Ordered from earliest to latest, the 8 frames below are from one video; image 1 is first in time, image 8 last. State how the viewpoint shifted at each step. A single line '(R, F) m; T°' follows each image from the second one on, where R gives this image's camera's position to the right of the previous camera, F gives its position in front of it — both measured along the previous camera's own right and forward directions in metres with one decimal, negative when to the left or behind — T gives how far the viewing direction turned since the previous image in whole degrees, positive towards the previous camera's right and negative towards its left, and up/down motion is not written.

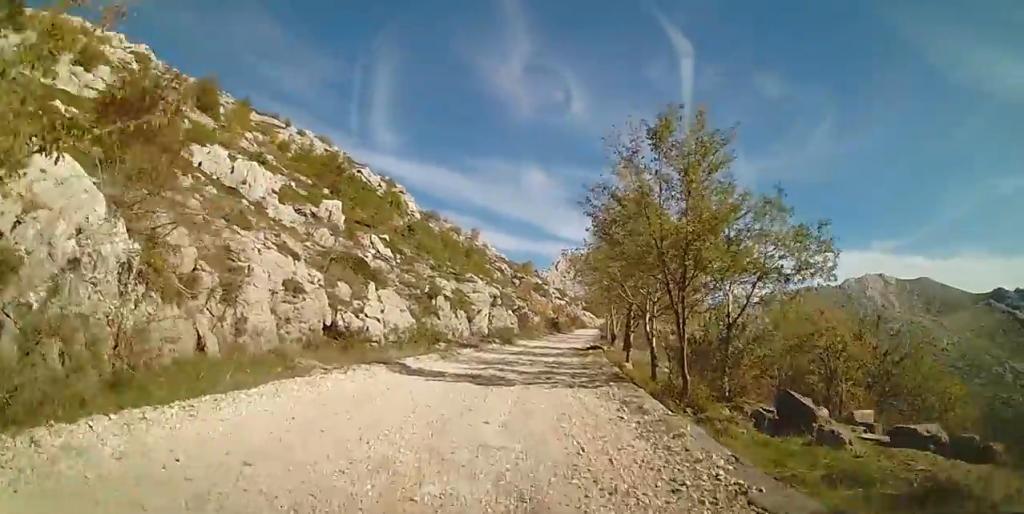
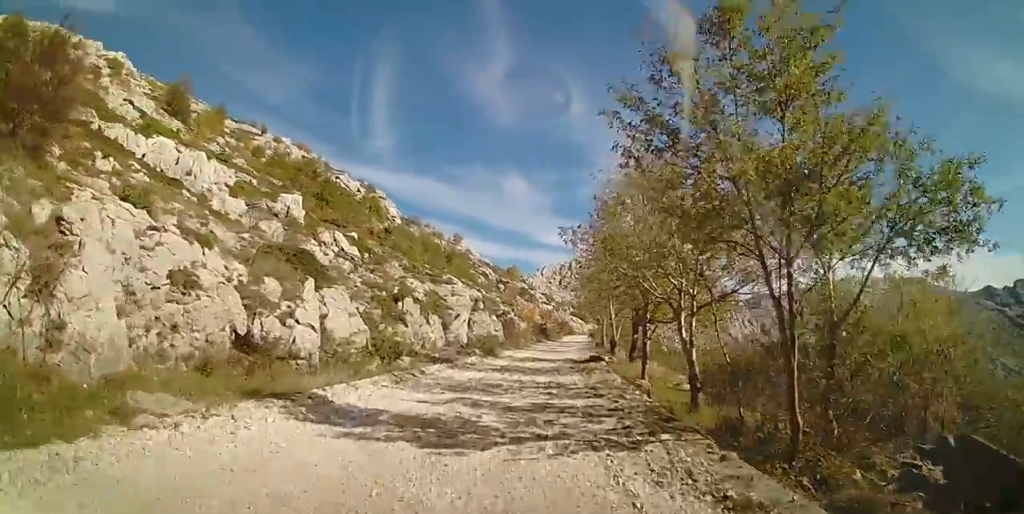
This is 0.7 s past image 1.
(-0.1, +5.1) m; +4°
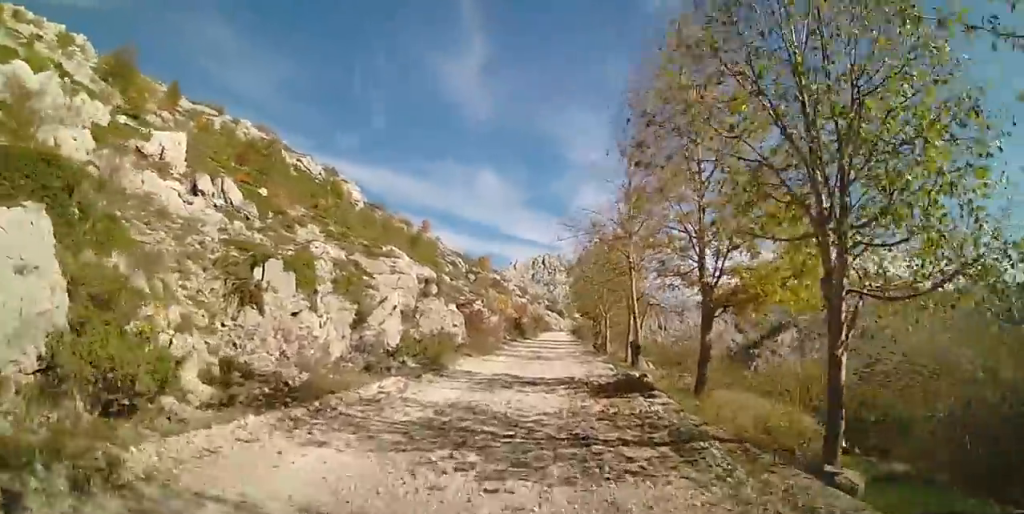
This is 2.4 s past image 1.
(+0.8, +11.9) m; +4°
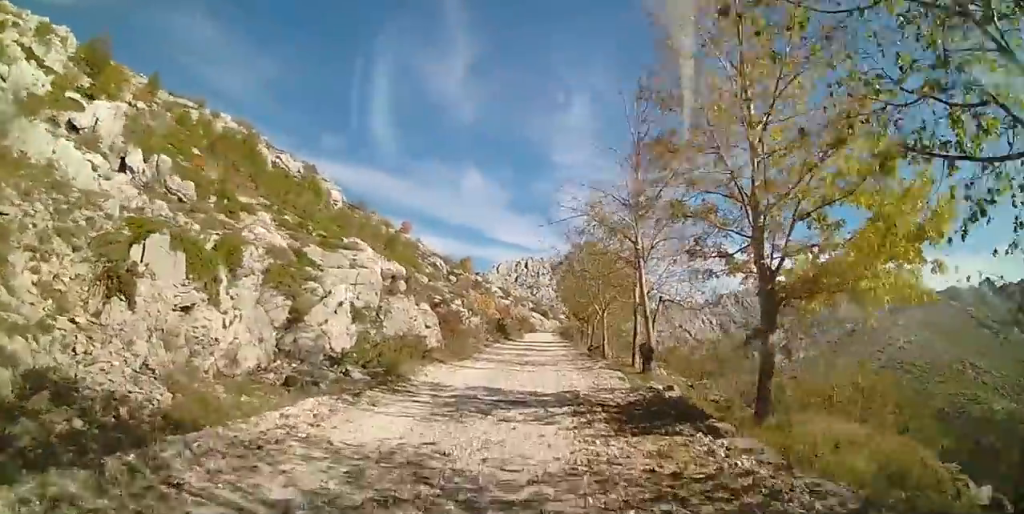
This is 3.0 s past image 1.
(-0.1, +3.9) m; 0°
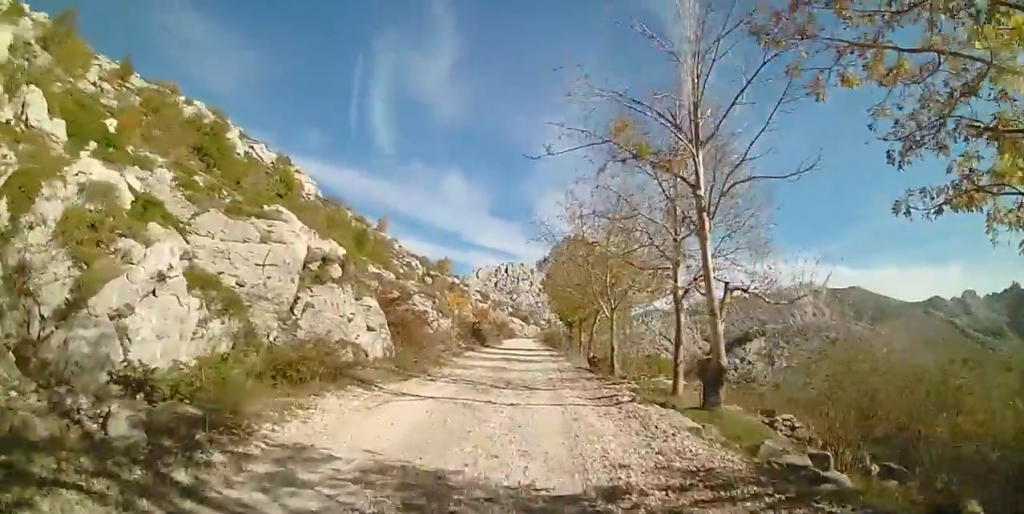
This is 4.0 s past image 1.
(+0.2, +6.6) m; 0°
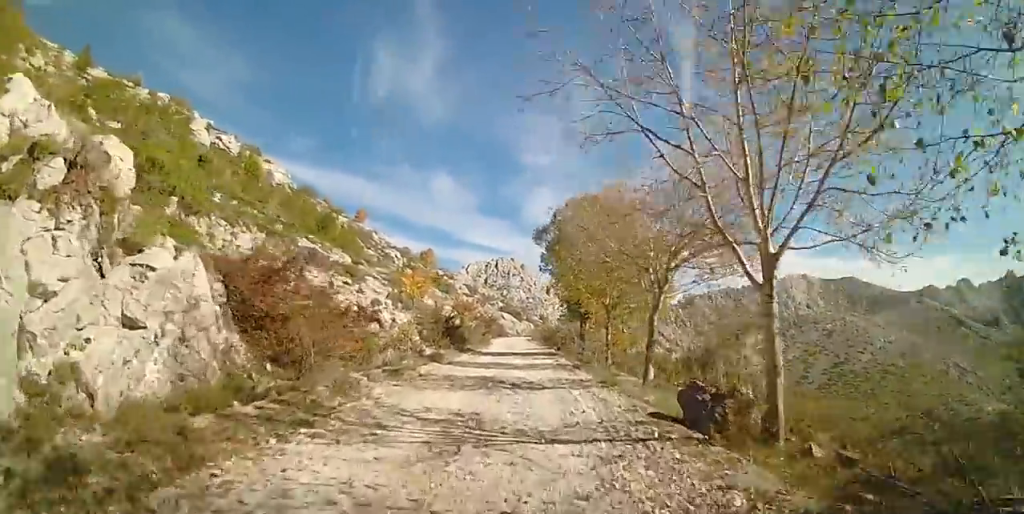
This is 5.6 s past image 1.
(+0.6, +11.1) m; +5°
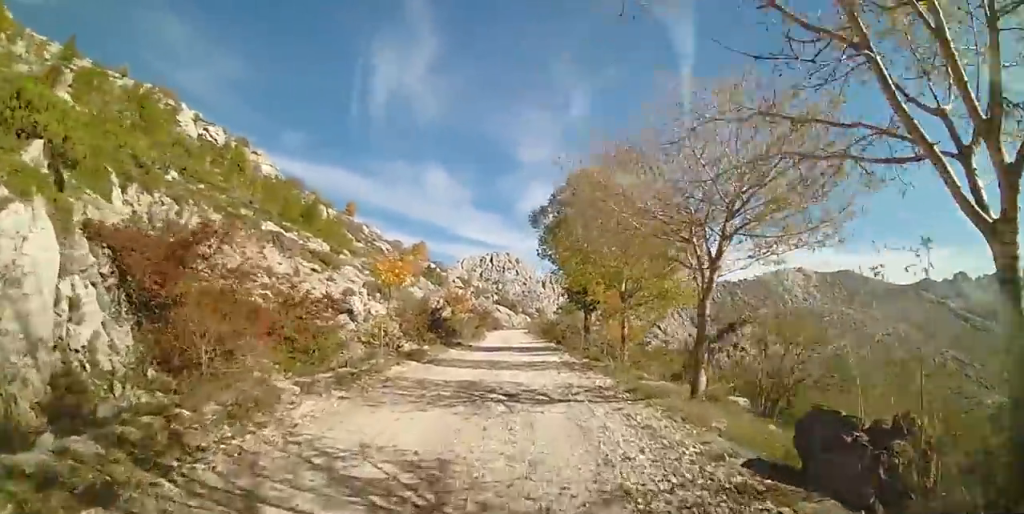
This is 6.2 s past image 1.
(0.0, +3.6) m; -1°
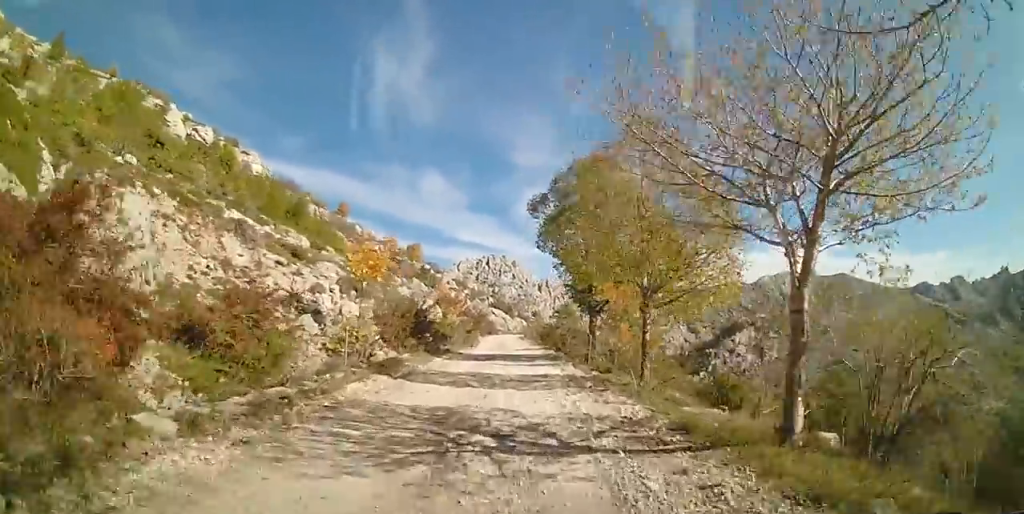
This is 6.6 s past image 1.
(-0.1, +3.2) m; -2°
